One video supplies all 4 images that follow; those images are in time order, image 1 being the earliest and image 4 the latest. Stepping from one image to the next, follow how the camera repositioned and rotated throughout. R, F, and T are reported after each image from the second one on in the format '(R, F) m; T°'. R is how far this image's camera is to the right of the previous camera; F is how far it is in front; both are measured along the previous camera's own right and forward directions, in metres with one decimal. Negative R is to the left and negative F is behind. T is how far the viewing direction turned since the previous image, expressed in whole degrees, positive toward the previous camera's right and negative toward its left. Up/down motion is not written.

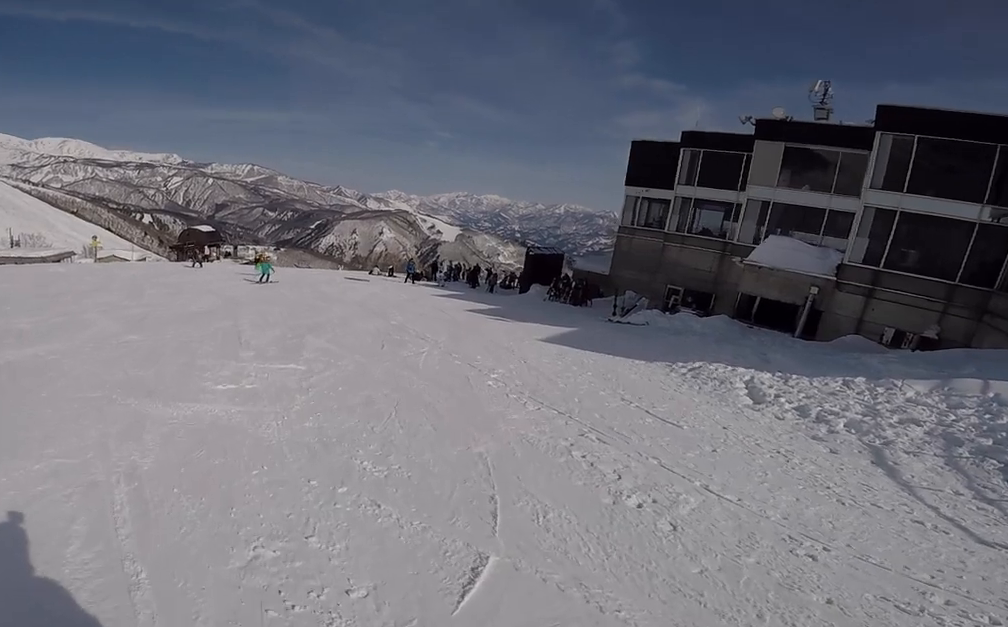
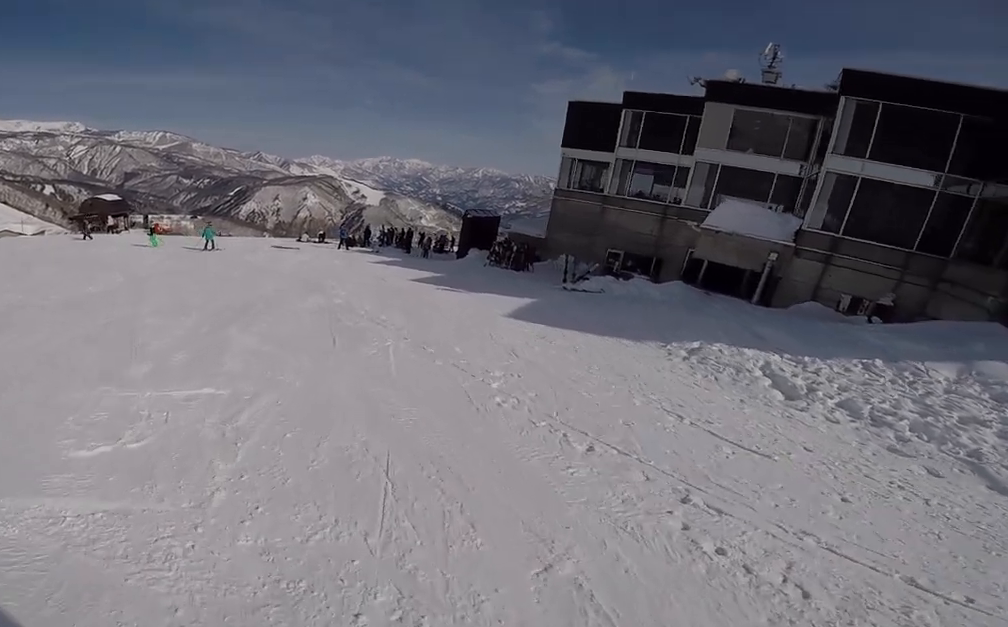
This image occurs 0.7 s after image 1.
(0.0, +2.6) m; +1°
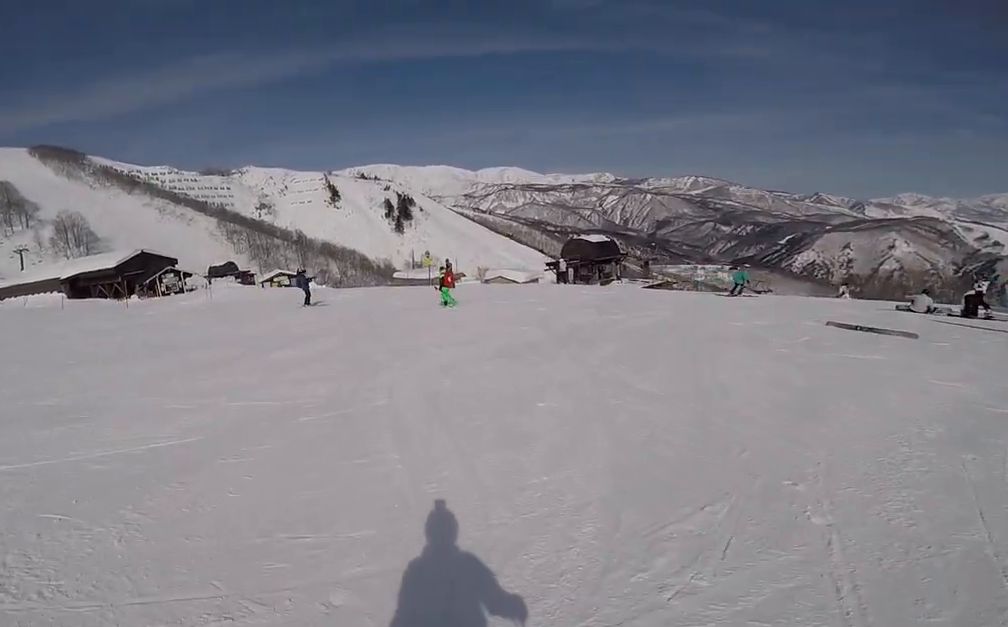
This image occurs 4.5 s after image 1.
(-7.9, +11.5) m; -37°
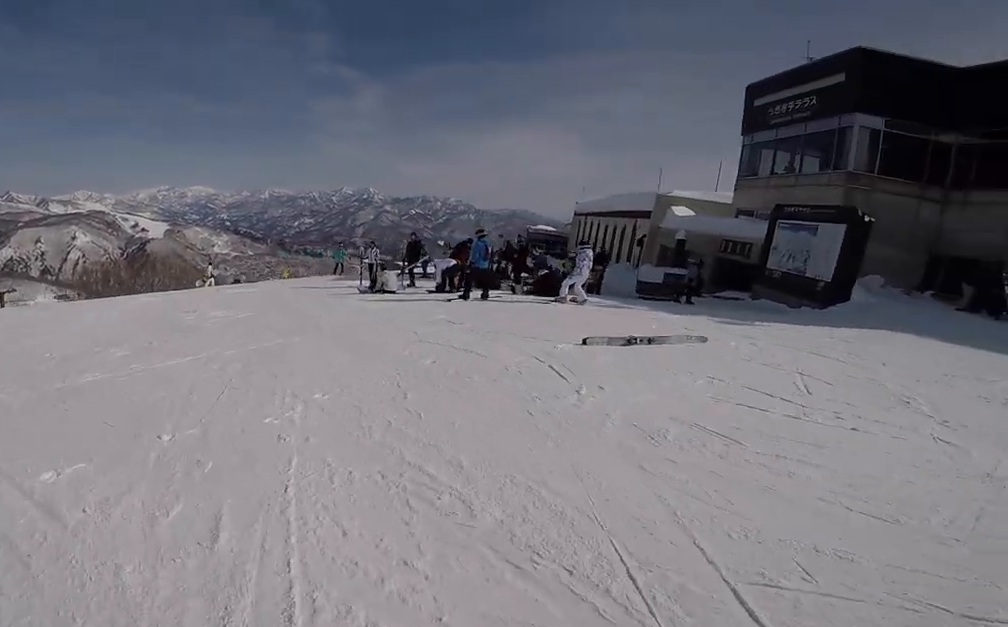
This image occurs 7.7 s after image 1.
(+4.6, +11.3) m; +29°
